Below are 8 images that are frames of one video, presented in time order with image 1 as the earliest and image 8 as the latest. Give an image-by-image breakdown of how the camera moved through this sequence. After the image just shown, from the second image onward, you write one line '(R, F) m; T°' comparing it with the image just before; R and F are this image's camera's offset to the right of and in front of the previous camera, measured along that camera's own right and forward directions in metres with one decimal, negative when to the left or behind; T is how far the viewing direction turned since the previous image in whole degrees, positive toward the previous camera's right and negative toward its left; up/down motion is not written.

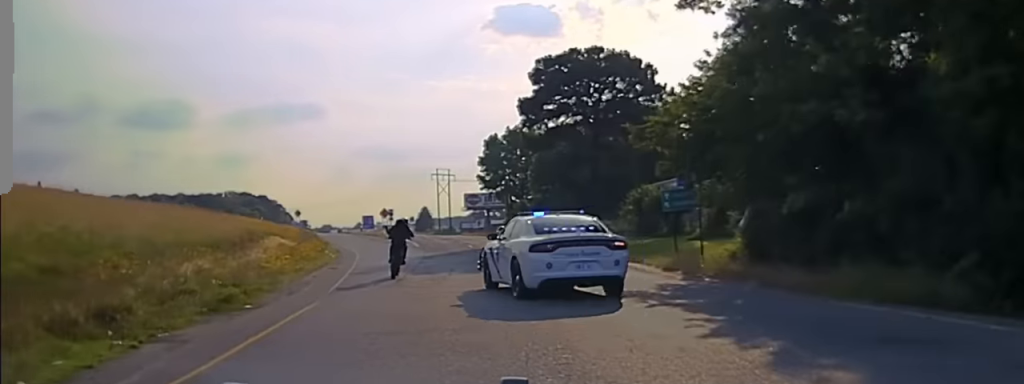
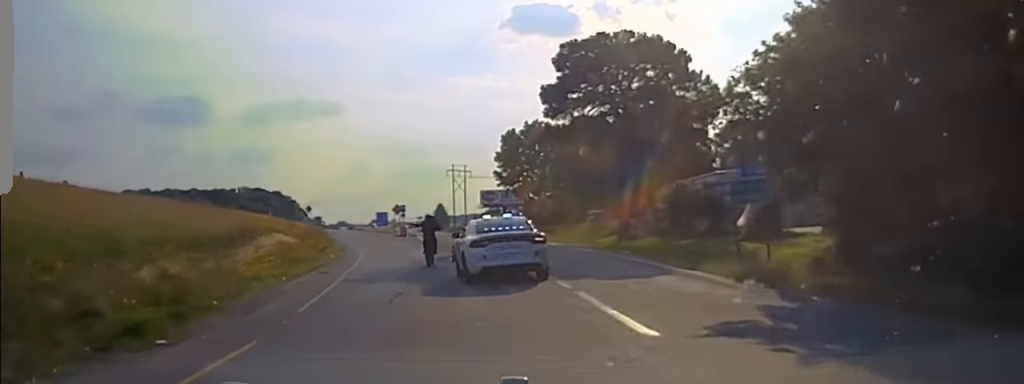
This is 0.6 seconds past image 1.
(-0.2, +4.3) m; -2°
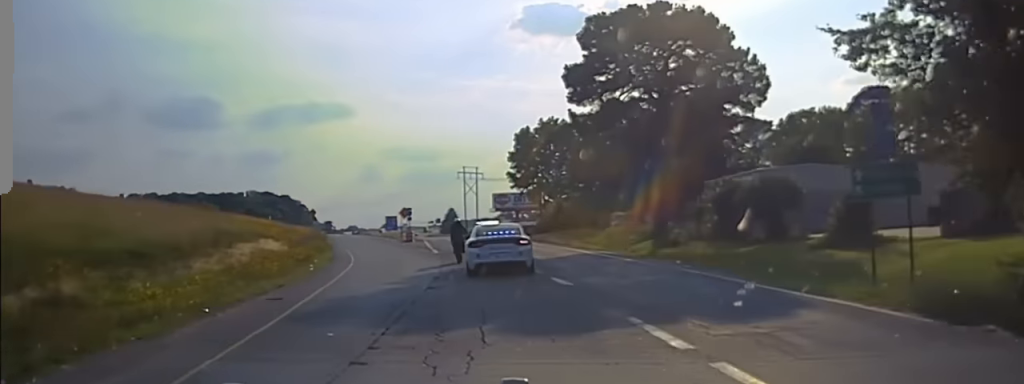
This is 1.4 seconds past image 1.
(0.0, +6.0) m; 0°
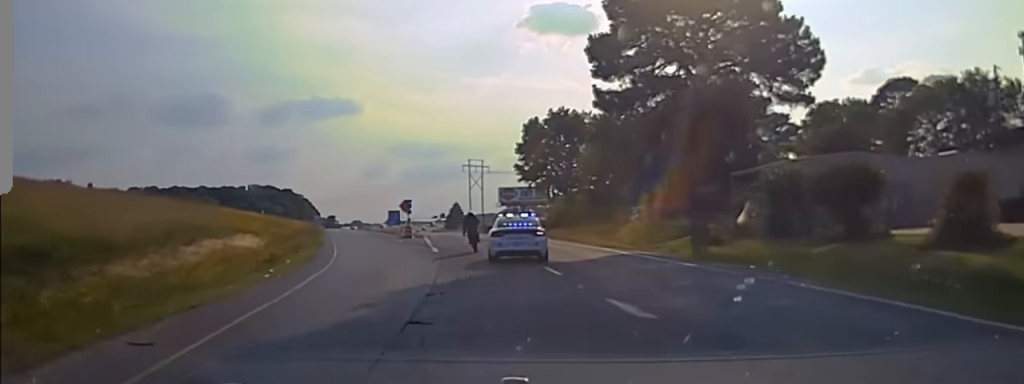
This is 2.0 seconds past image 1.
(0.0, +7.6) m; 0°
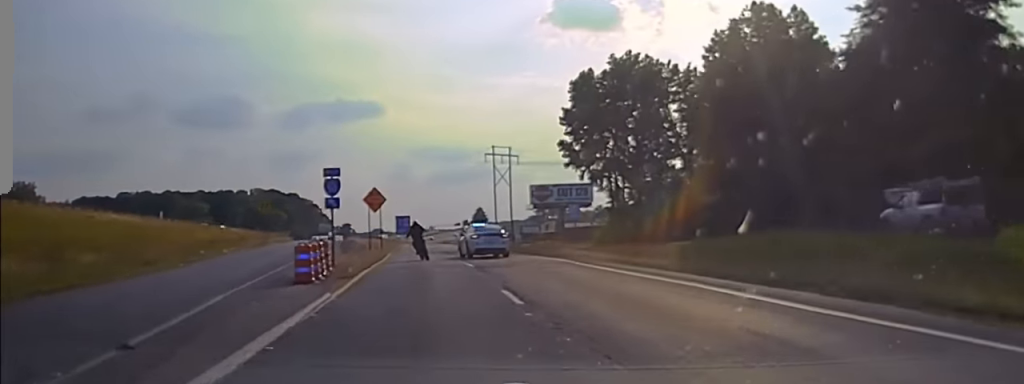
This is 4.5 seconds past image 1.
(0.0, +45.6) m; -1°
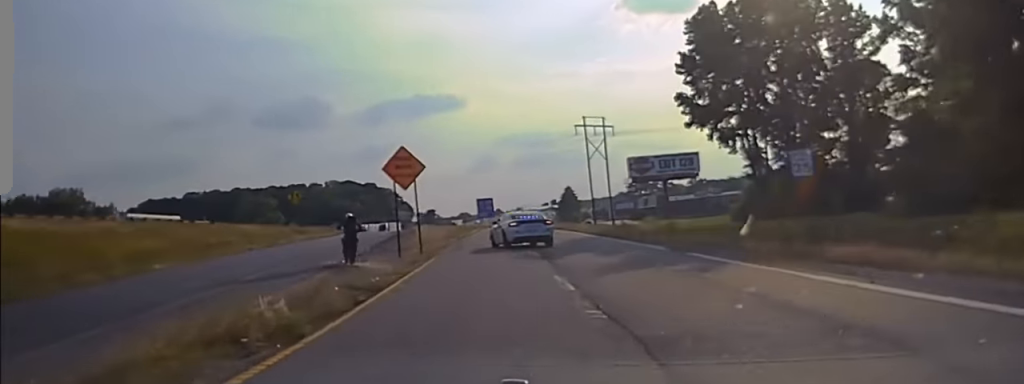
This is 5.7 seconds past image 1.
(-0.6, +23.8) m; -6°
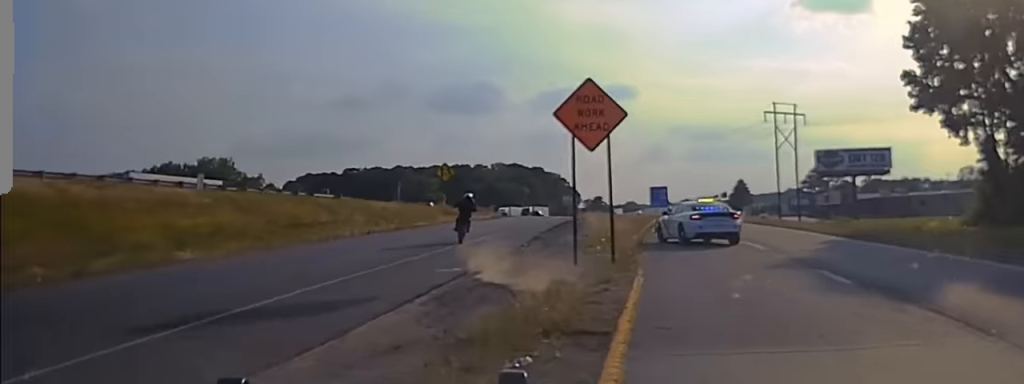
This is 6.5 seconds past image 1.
(-0.7, +15.5) m; -7°
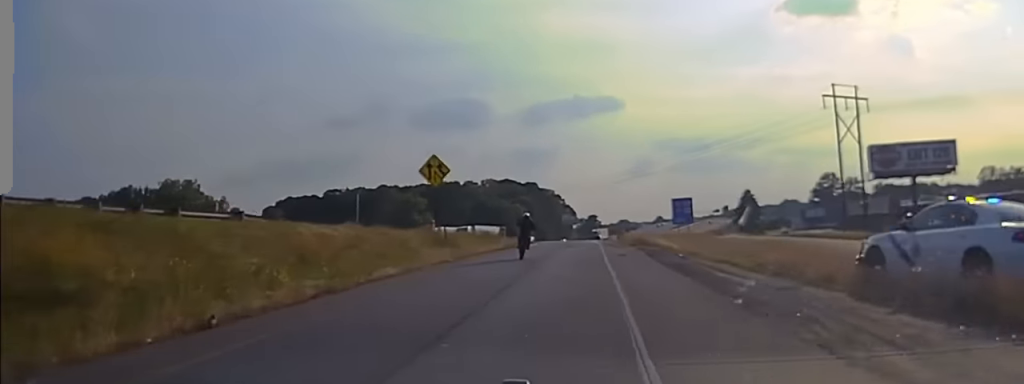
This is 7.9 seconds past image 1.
(-2.0, +28.0) m; -3°
